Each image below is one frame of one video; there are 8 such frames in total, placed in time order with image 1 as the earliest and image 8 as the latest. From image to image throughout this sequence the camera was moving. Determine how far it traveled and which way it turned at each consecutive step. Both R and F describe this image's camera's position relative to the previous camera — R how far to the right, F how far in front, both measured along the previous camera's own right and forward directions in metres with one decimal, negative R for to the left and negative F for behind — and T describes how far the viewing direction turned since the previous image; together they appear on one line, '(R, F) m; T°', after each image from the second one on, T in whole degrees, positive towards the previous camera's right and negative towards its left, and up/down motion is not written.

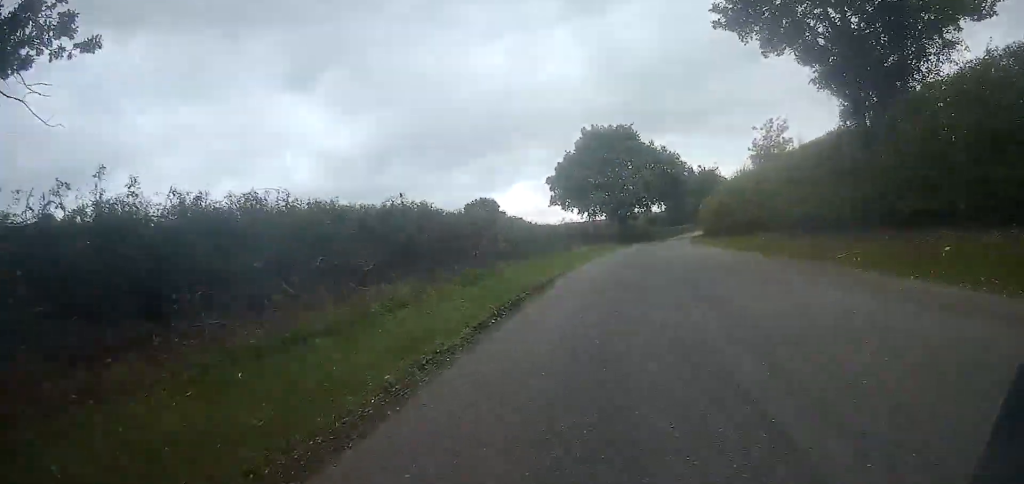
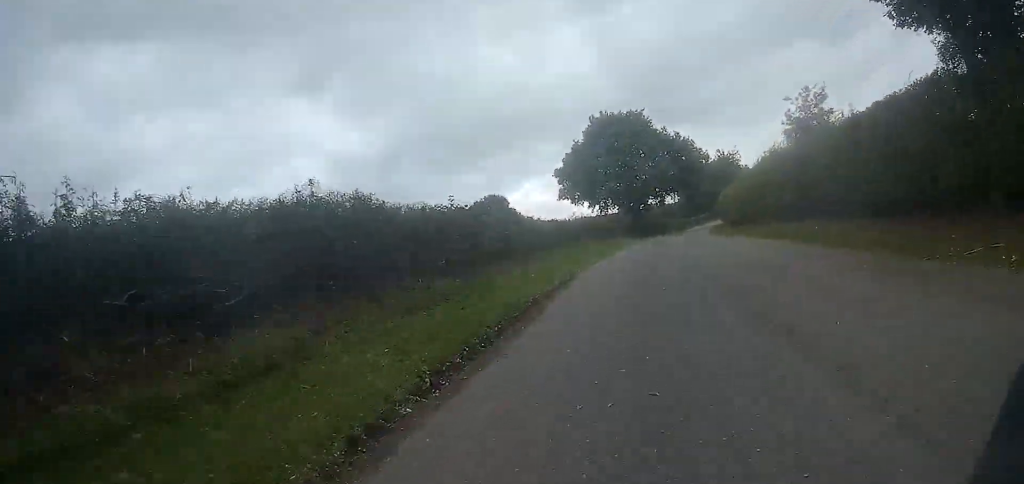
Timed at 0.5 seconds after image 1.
(+0.1, +3.7) m; +1°
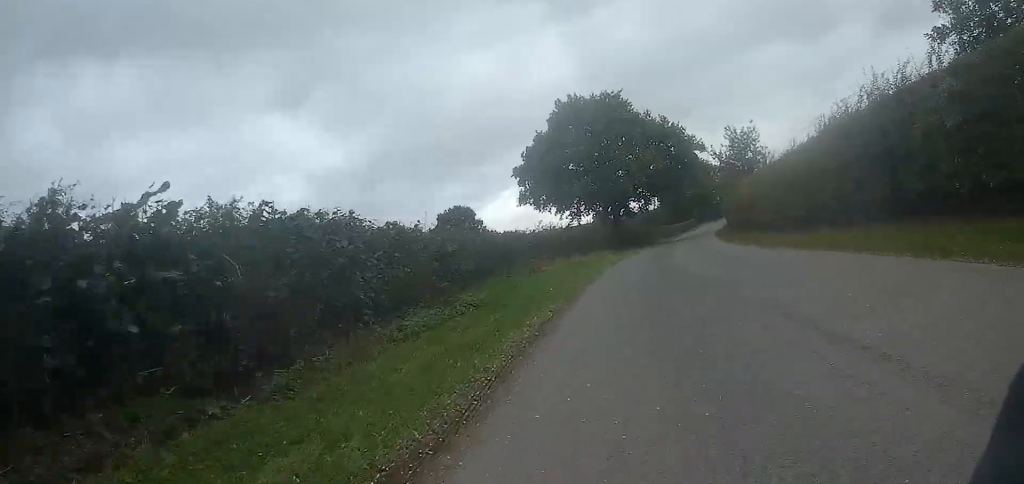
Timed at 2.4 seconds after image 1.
(+0.4, +13.2) m; +2°
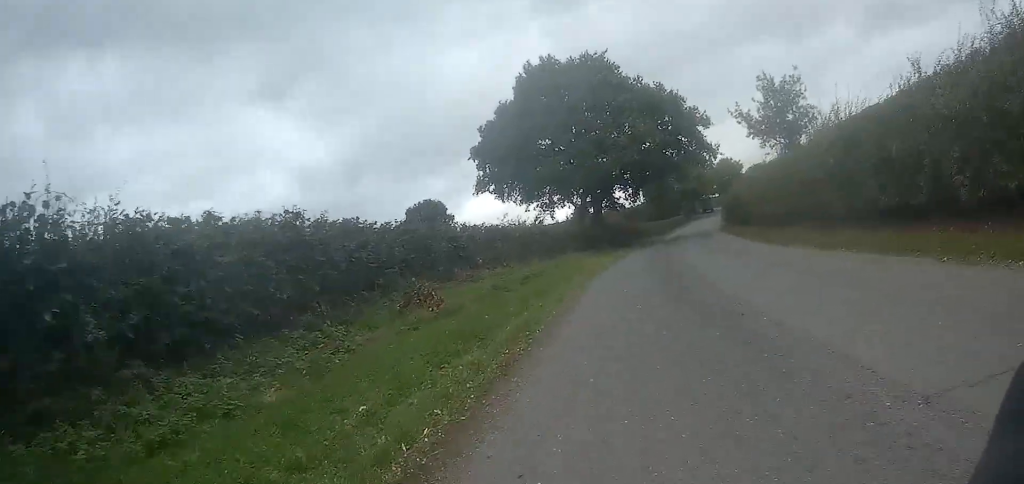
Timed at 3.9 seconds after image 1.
(+0.2, +10.9) m; +4°
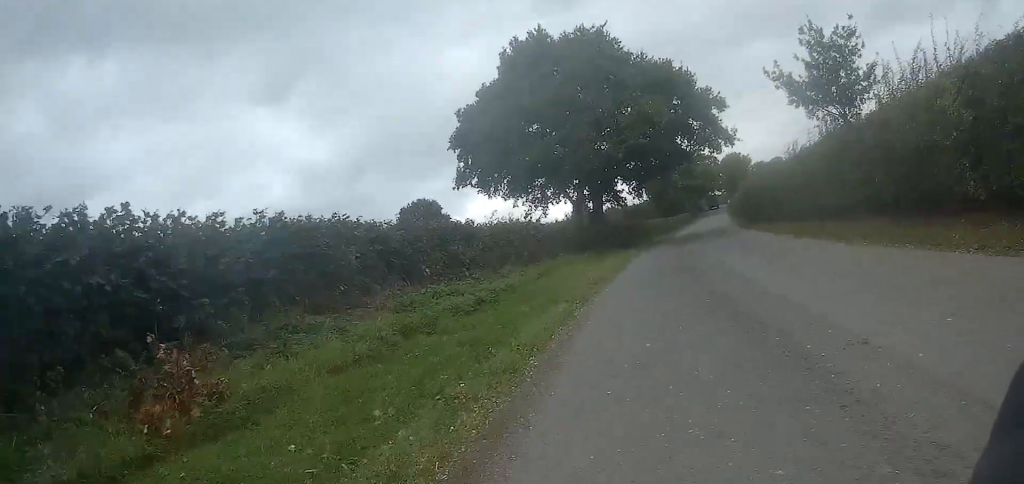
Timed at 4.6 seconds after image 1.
(+0.3, +6.2) m; +2°
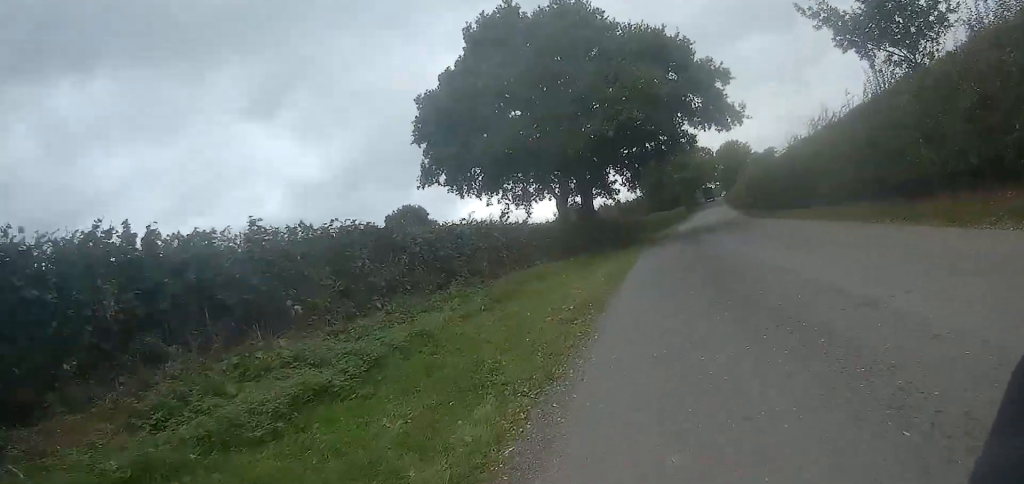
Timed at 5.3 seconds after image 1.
(0.0, +5.8) m; 0°
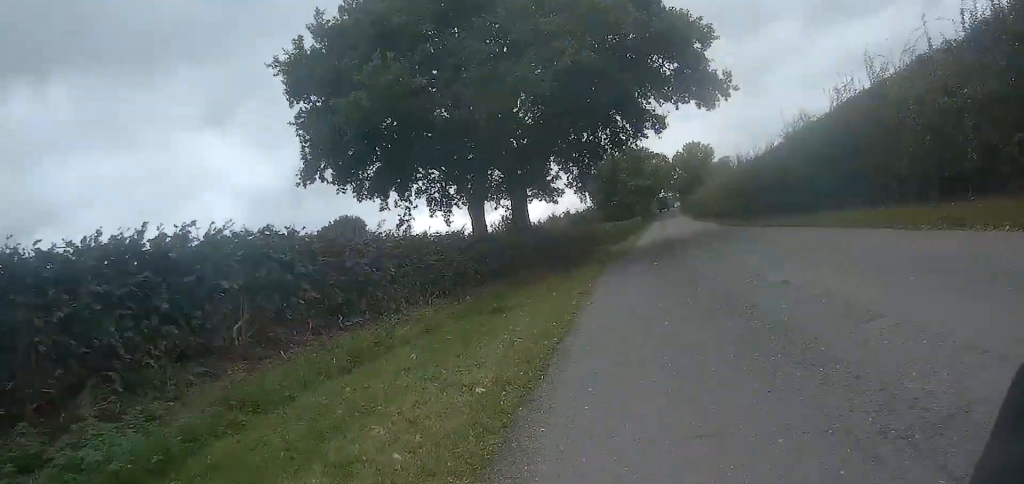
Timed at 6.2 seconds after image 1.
(0.0, +8.6) m; +1°
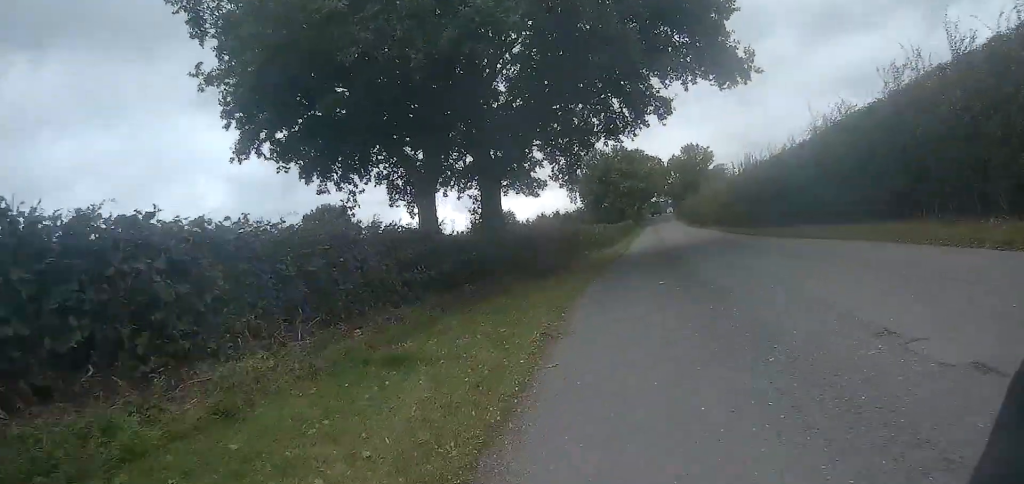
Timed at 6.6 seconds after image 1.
(0.0, +4.5) m; +1°
